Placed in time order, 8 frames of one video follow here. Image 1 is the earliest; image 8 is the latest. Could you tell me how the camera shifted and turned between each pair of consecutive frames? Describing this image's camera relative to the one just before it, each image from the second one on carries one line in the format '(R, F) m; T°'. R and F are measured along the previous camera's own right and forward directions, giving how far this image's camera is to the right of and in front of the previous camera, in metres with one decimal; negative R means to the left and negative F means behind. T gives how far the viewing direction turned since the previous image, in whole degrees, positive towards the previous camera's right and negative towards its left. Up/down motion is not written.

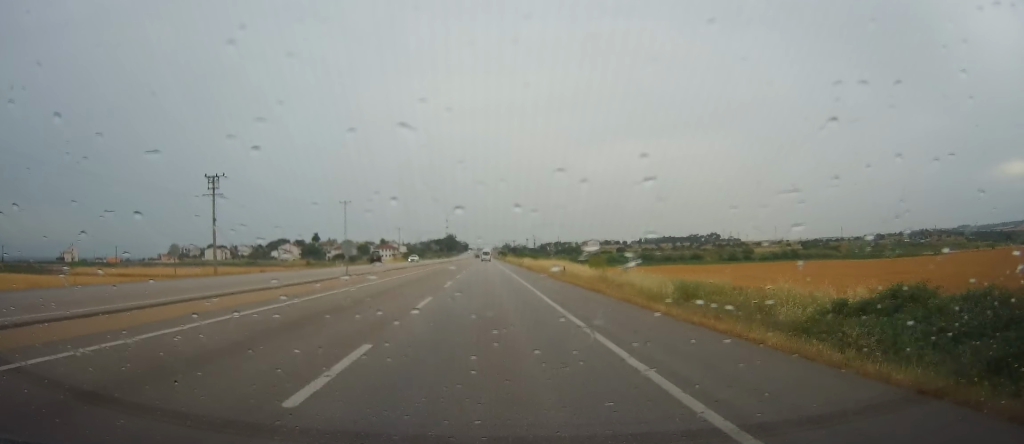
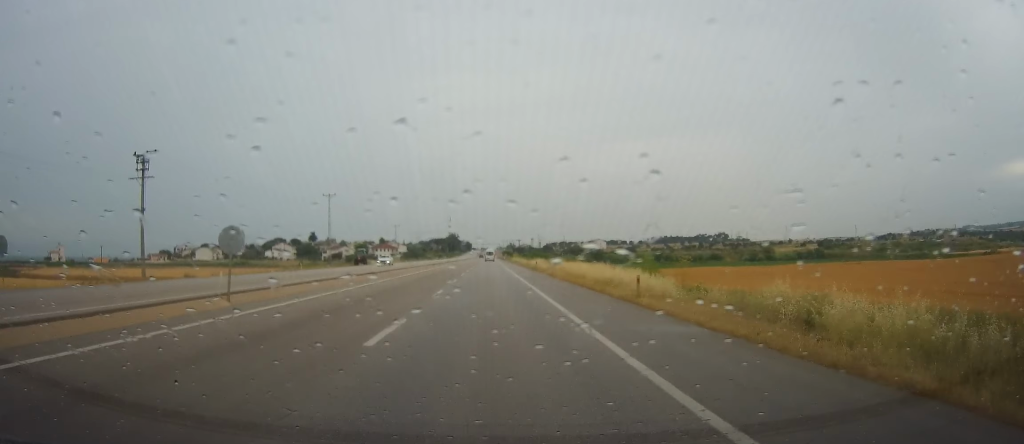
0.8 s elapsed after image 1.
(+0.2, +19.2) m; 0°
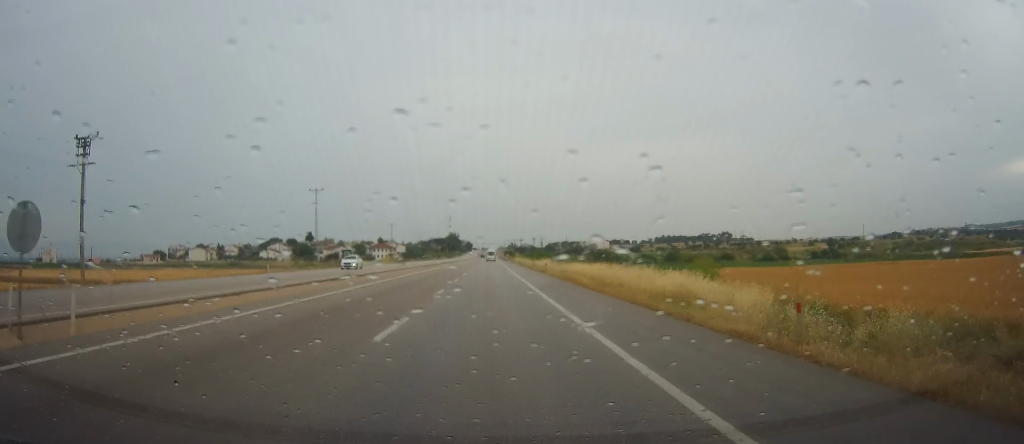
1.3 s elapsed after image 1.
(+0.2, +10.8) m; 0°
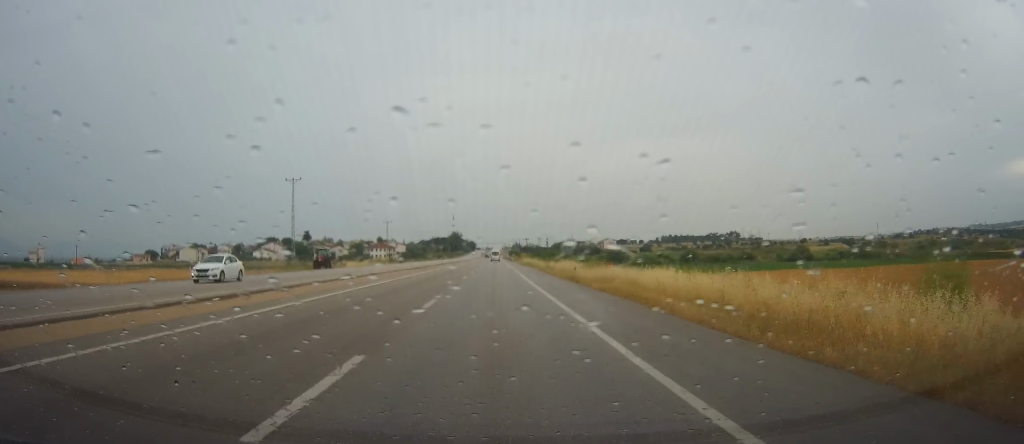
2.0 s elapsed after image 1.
(-0.4, +17.1) m; -1°
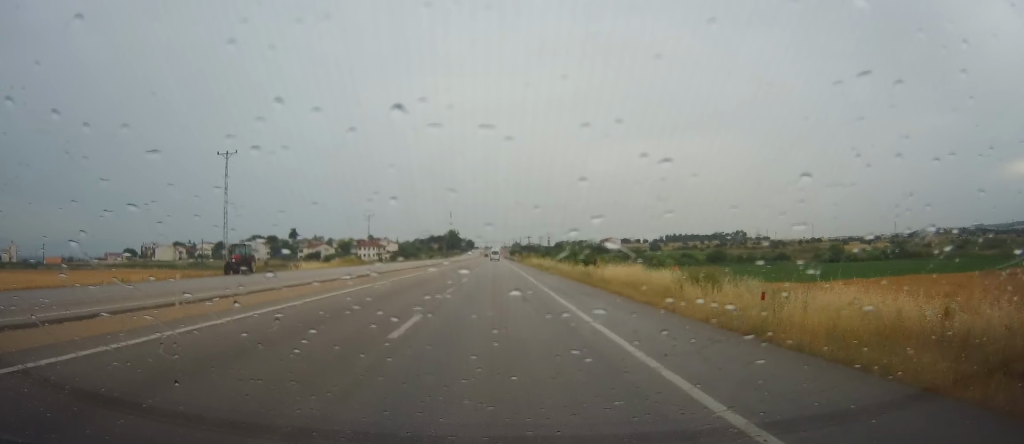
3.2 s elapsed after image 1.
(-0.2, +28.5) m; -2°
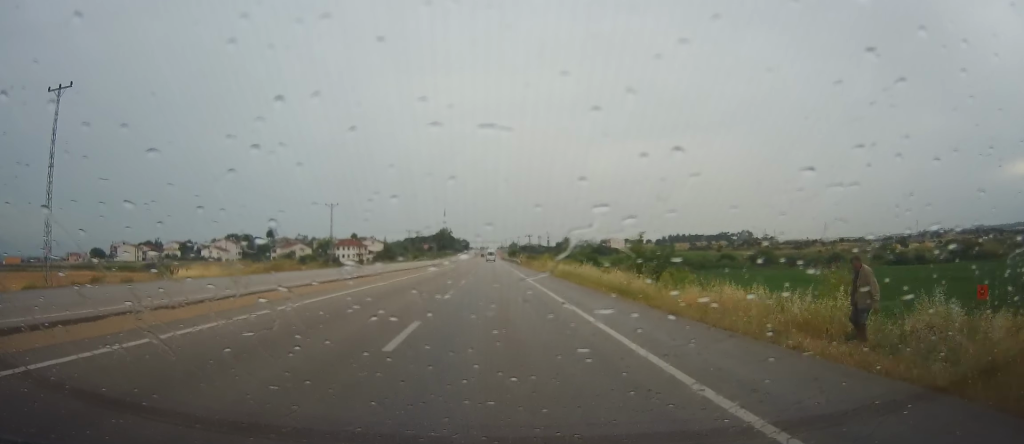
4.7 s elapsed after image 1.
(-0.3, +35.9) m; +1°
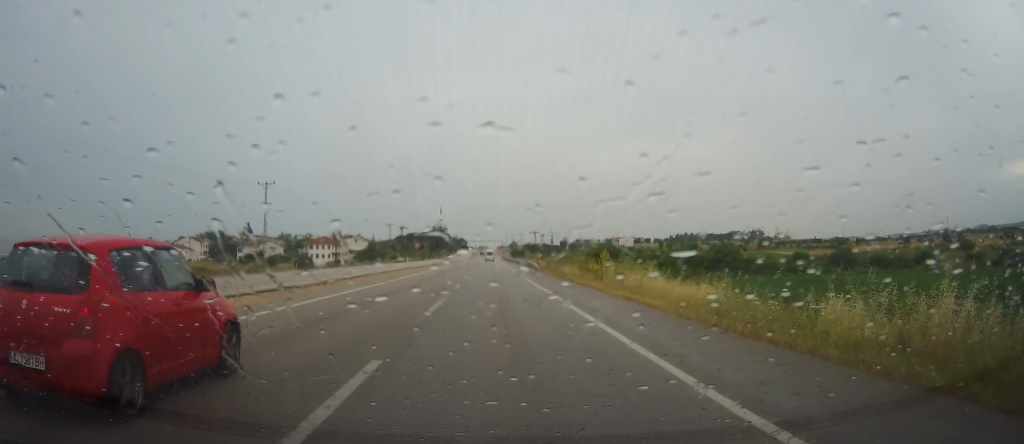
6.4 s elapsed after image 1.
(+1.1, +39.7) m; +1°
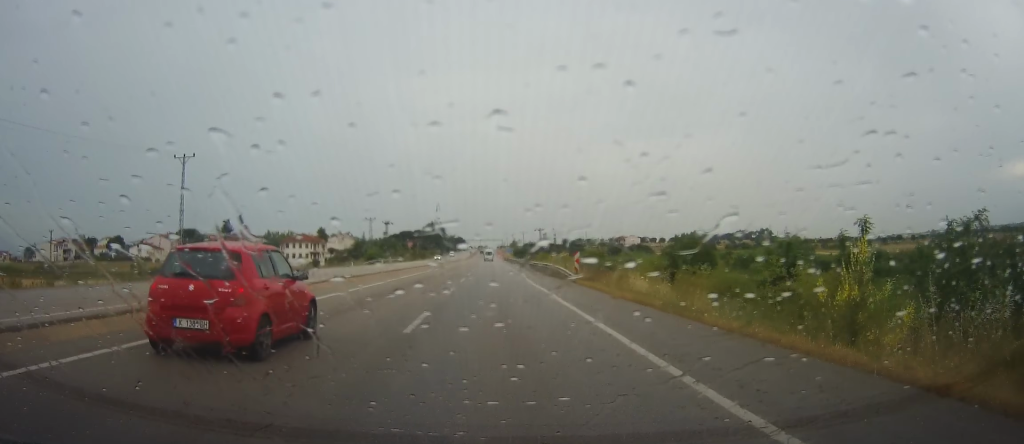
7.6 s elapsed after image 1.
(-0.5, +26.7) m; -1°
